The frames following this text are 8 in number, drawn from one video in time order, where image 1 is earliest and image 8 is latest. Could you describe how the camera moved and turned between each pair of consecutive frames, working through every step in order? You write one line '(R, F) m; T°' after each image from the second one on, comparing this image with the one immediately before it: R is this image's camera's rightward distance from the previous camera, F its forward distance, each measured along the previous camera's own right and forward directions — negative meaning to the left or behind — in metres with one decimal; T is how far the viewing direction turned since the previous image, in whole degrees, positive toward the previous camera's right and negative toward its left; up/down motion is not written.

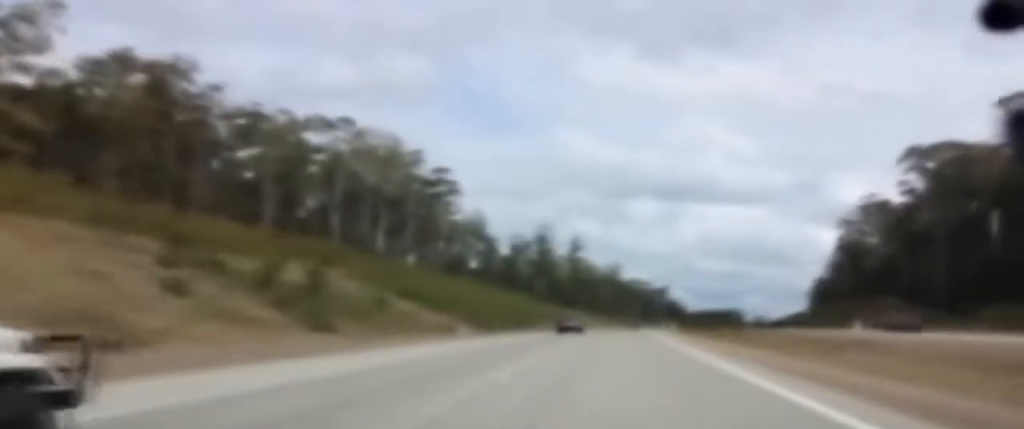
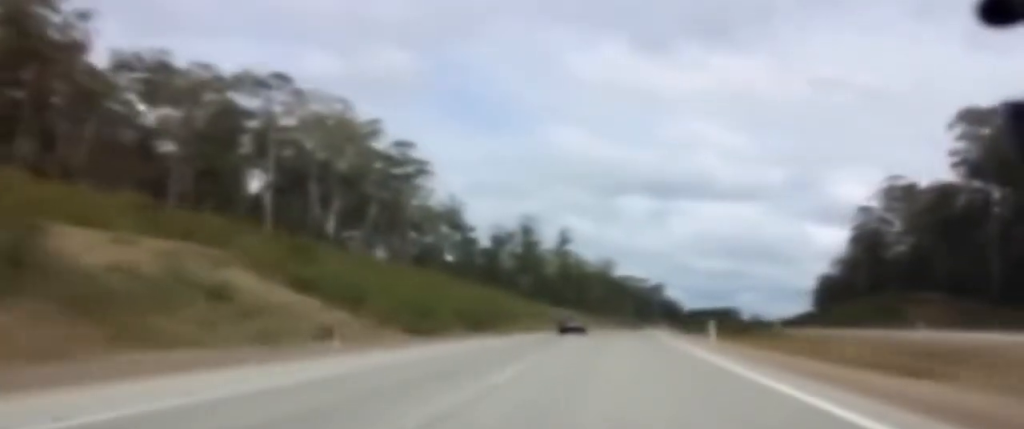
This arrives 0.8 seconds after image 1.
(+0.1, +25.1) m; 0°
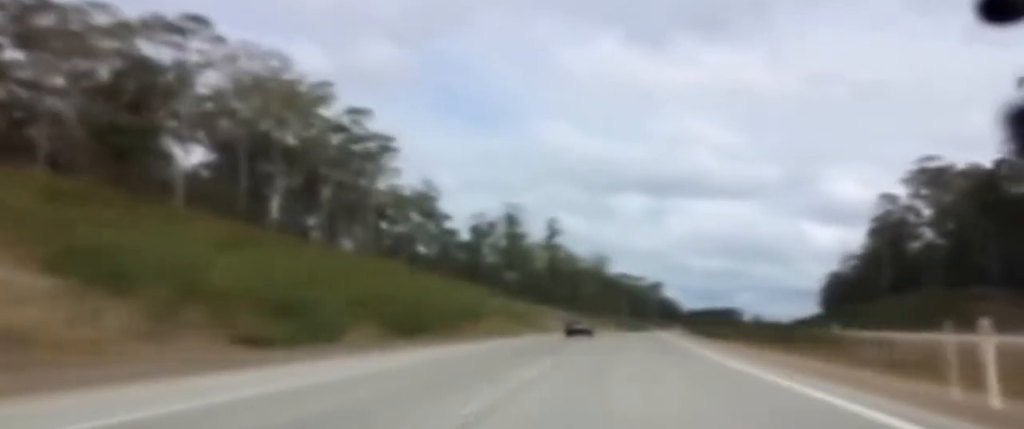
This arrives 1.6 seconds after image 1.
(0.0, +23.2) m; 0°
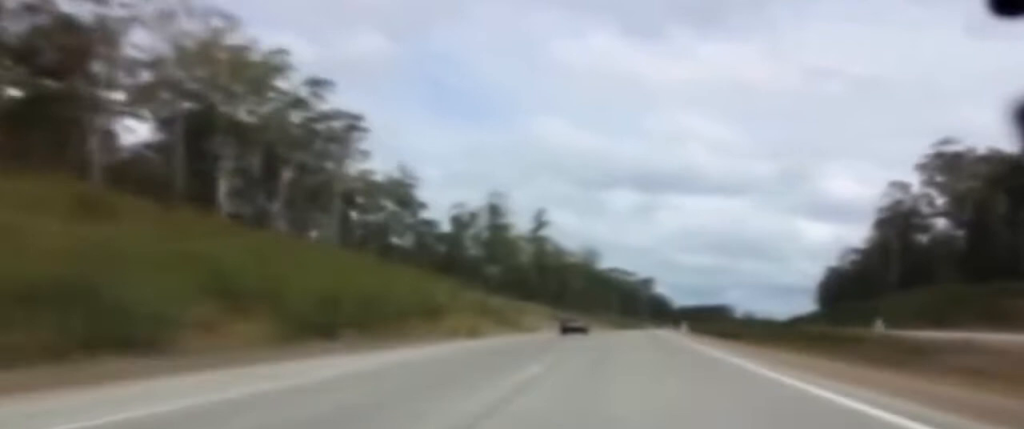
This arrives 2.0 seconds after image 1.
(0.0, +13.1) m; 0°
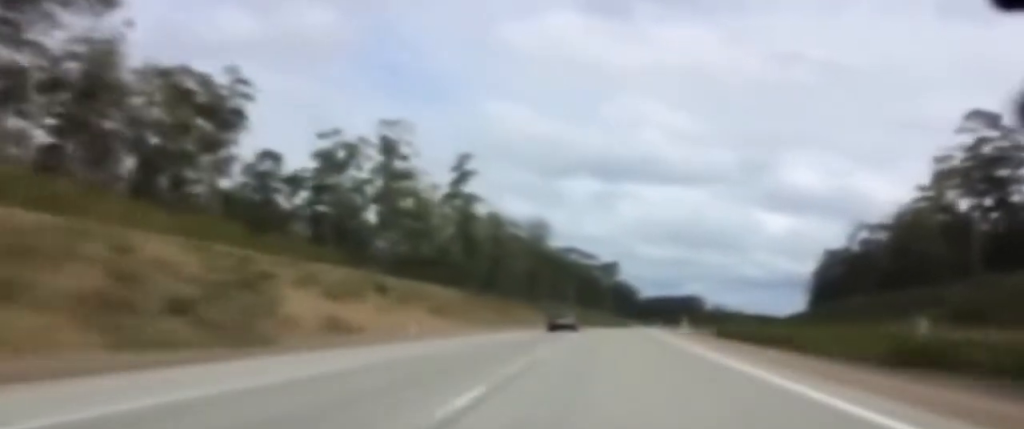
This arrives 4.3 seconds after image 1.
(+1.4, +69.7) m; +3°
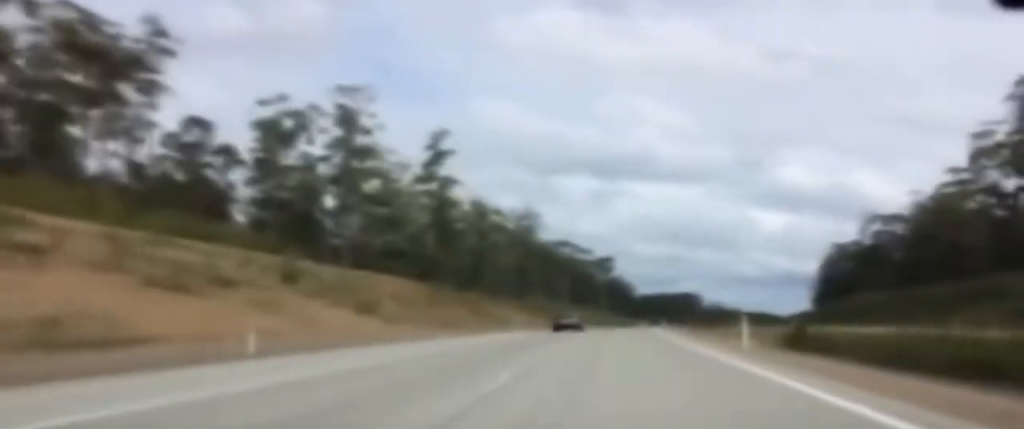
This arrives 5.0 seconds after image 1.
(+0.3, +21.2) m; +1°
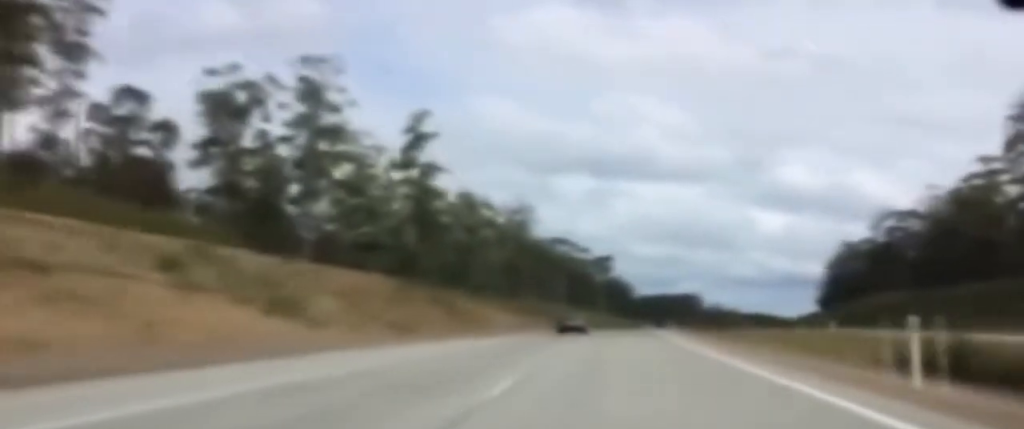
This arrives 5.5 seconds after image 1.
(0.0, +14.1) m; 0°
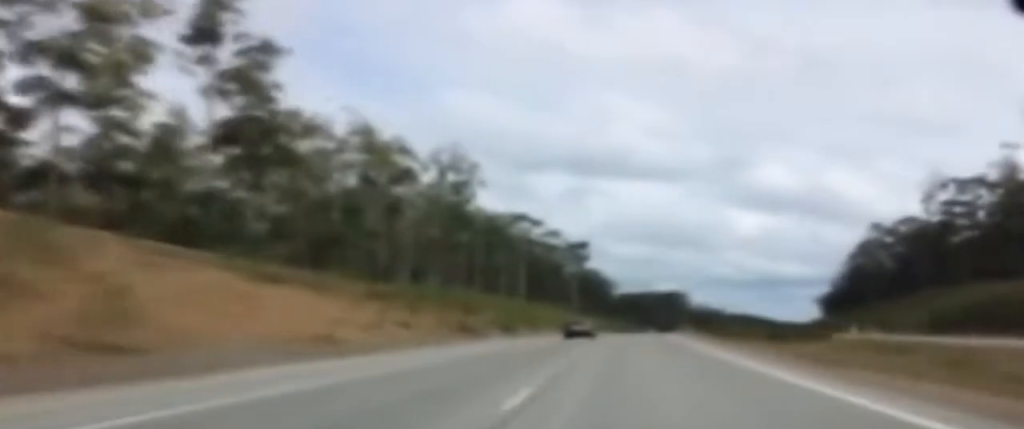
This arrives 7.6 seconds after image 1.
(+0.1, +63.9) m; +1°
